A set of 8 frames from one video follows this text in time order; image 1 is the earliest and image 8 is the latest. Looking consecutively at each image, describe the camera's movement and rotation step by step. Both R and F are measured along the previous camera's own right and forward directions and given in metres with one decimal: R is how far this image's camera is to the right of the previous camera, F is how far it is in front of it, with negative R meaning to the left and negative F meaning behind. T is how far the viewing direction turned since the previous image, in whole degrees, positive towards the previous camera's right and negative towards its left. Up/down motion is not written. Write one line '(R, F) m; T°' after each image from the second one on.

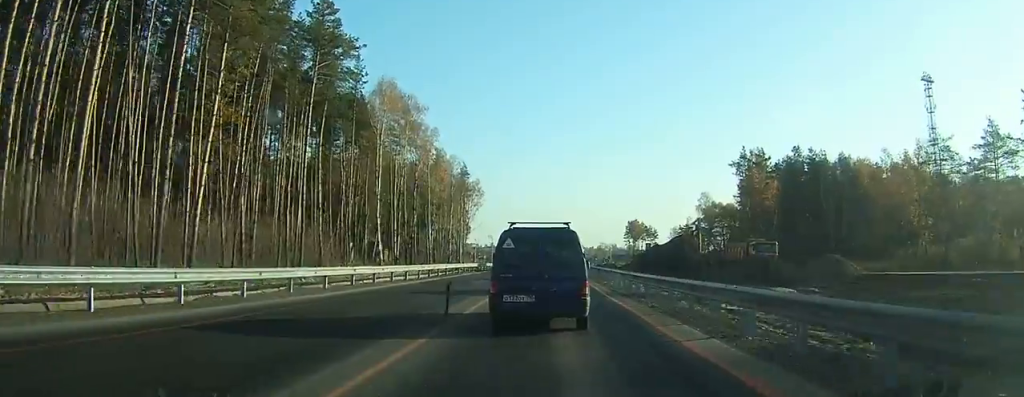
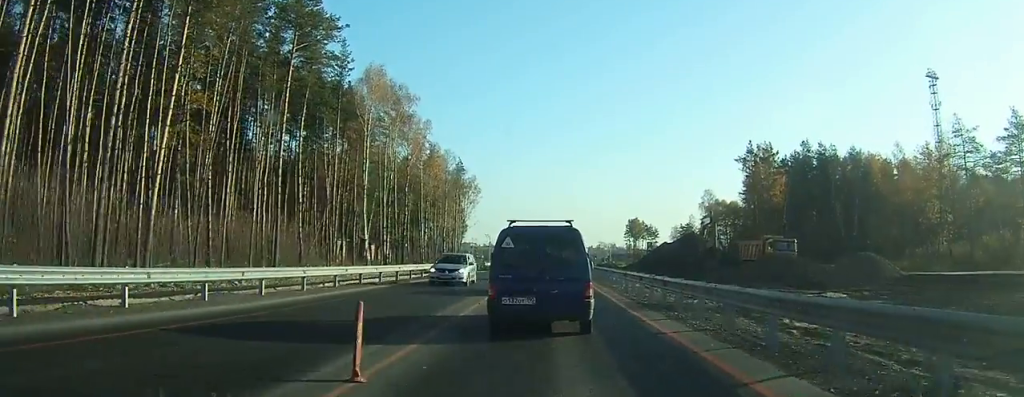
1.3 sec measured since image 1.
(0.0, +4.5) m; 0°
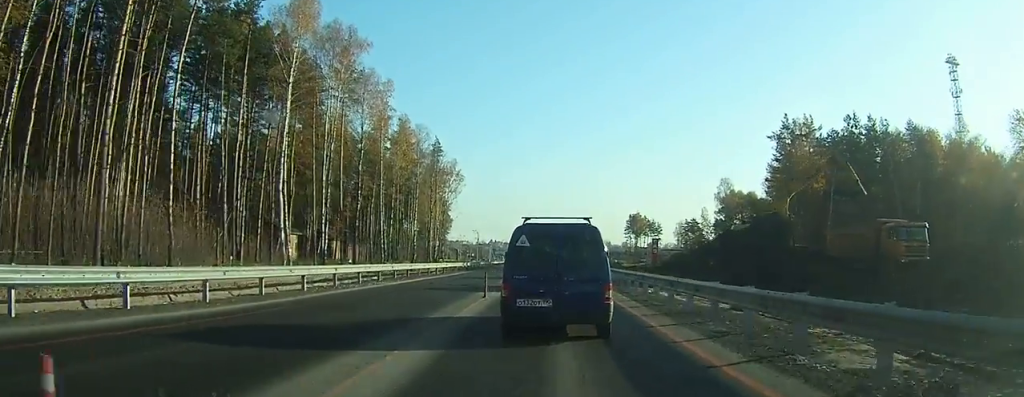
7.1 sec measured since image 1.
(+0.5, +21.5) m; -1°
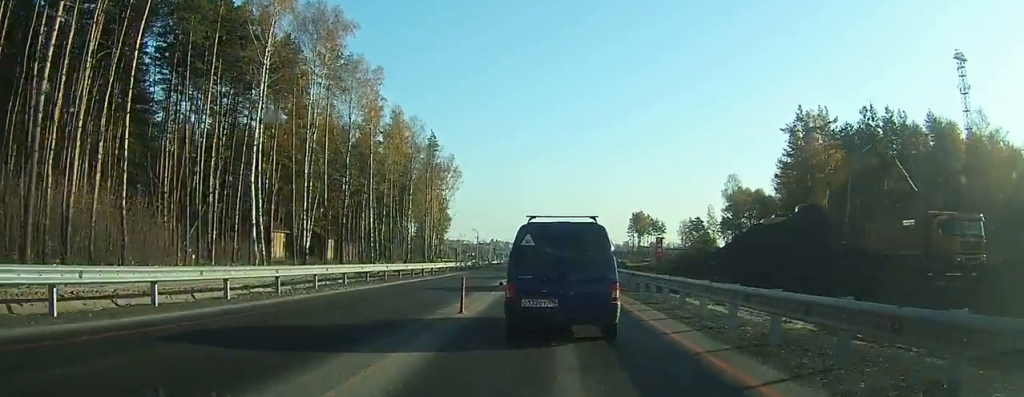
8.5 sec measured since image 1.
(-0.1, +5.1) m; -1°
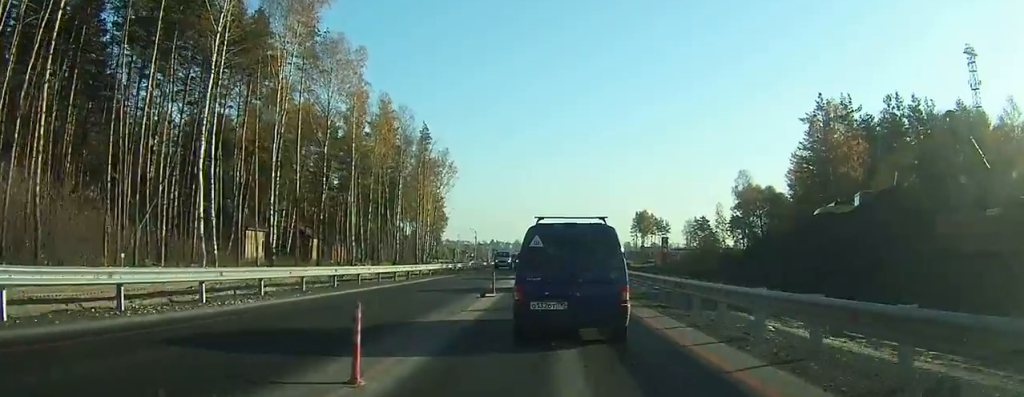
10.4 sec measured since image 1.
(-0.1, +7.6) m; -1°
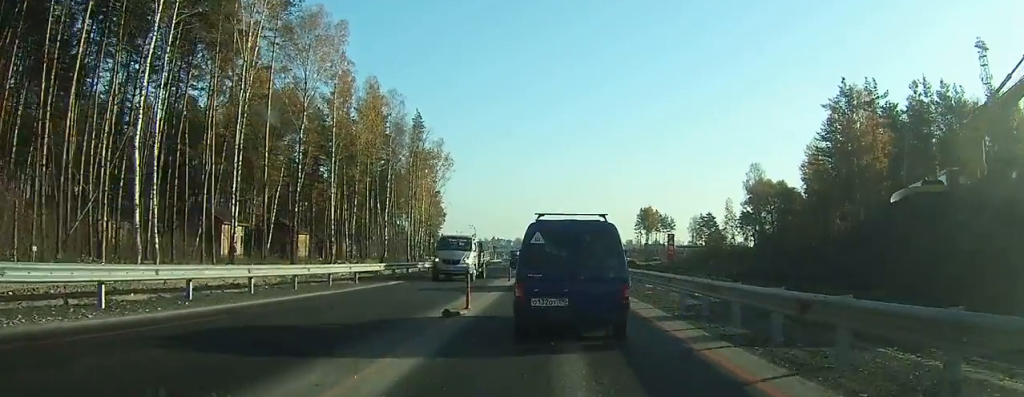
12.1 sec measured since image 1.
(0.0, +6.9) m; 0°
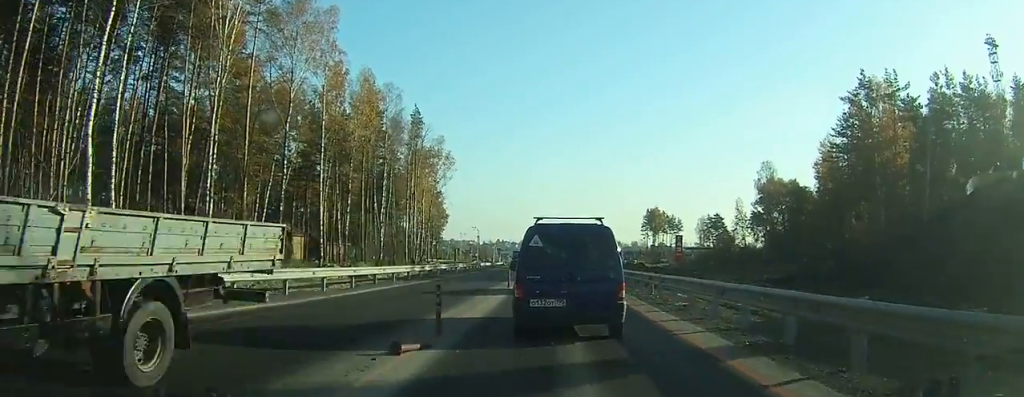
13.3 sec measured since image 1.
(-0.1, +4.5) m; 0°
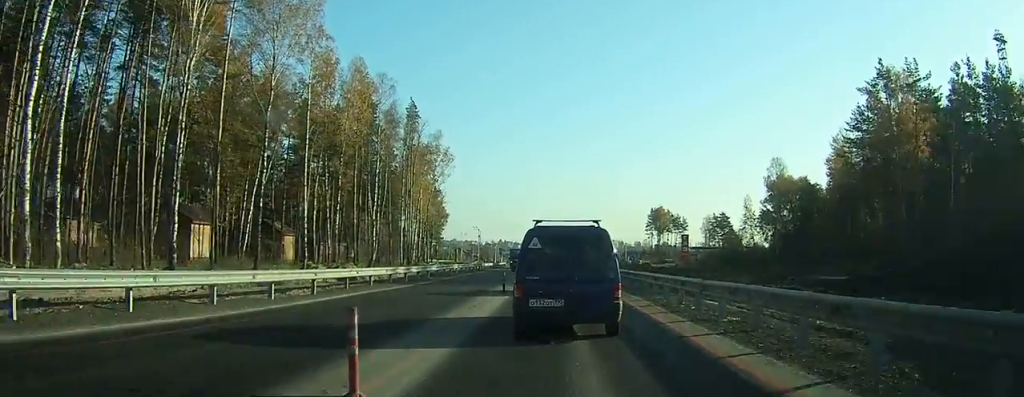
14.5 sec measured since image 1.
(0.0, +4.4) m; 0°
